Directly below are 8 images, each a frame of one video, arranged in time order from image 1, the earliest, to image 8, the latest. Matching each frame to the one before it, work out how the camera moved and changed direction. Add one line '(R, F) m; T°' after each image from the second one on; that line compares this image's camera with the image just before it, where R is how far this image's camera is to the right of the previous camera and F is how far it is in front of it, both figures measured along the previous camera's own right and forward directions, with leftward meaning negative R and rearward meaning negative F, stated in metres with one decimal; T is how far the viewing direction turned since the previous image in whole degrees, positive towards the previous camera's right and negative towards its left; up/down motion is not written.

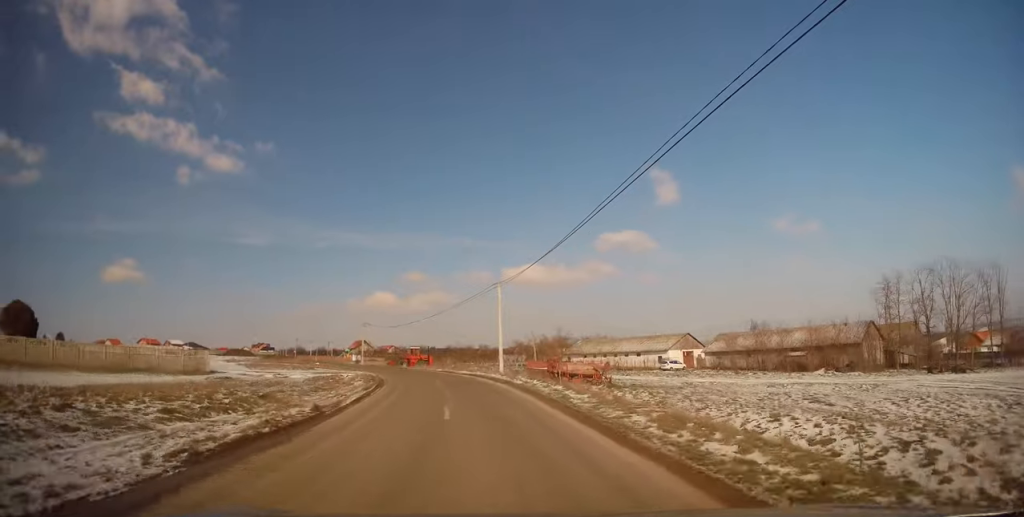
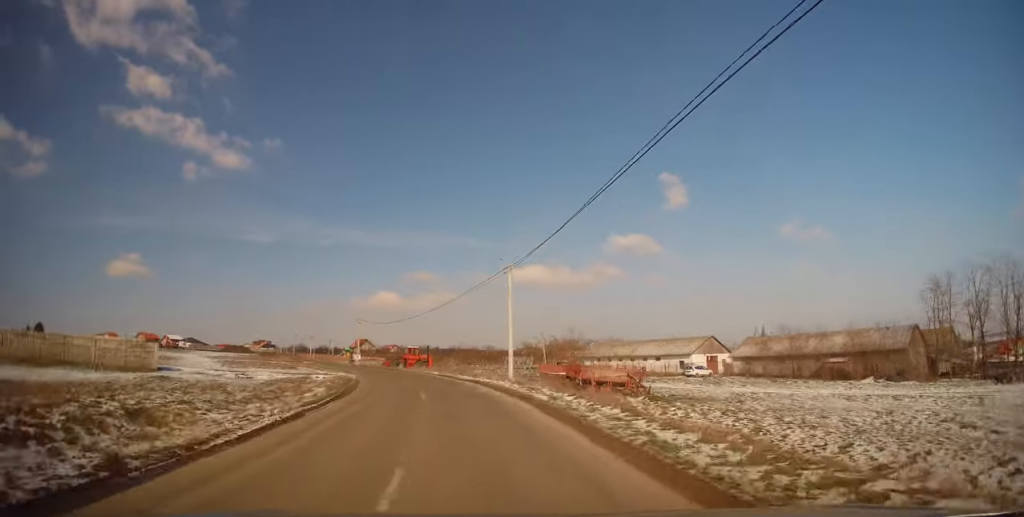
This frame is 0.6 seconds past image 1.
(-0.3, +8.2) m; -3°
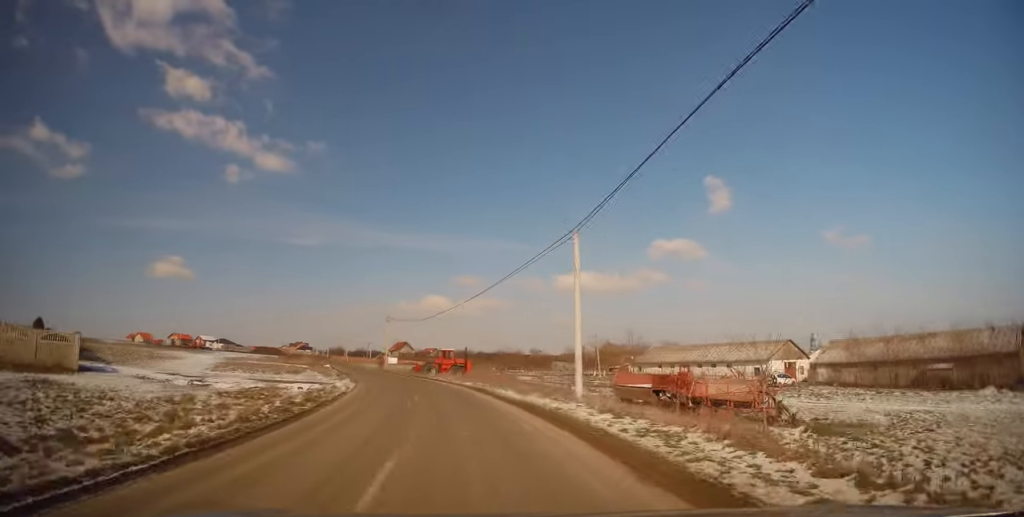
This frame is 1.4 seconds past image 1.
(-0.4, +11.5) m; -4°
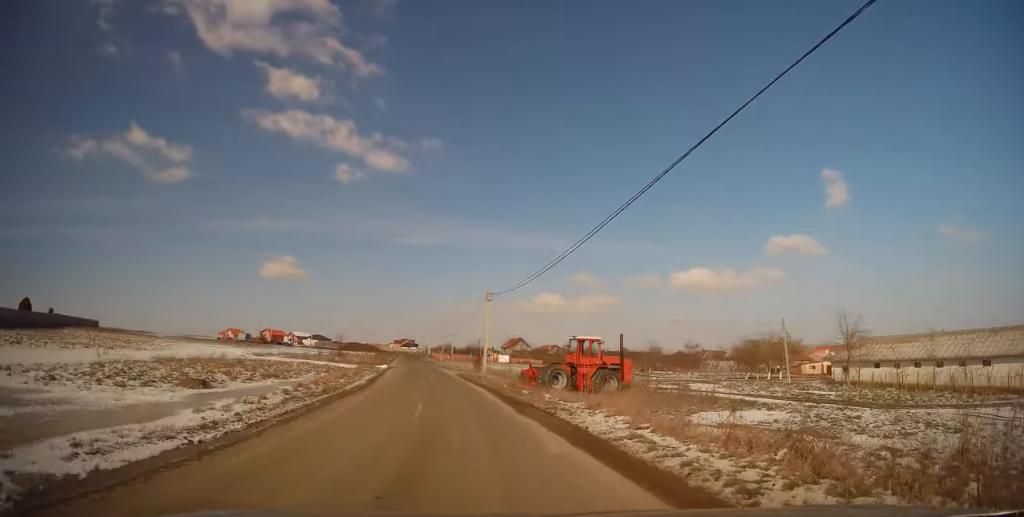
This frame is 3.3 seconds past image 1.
(-2.7, +29.1) m; -11°
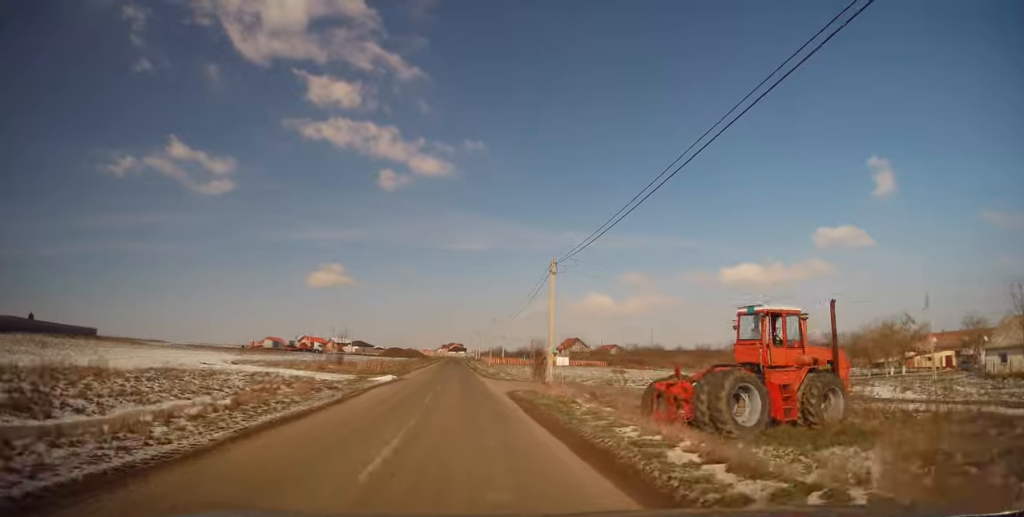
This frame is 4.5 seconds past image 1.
(-0.9, +18.1) m; -5°
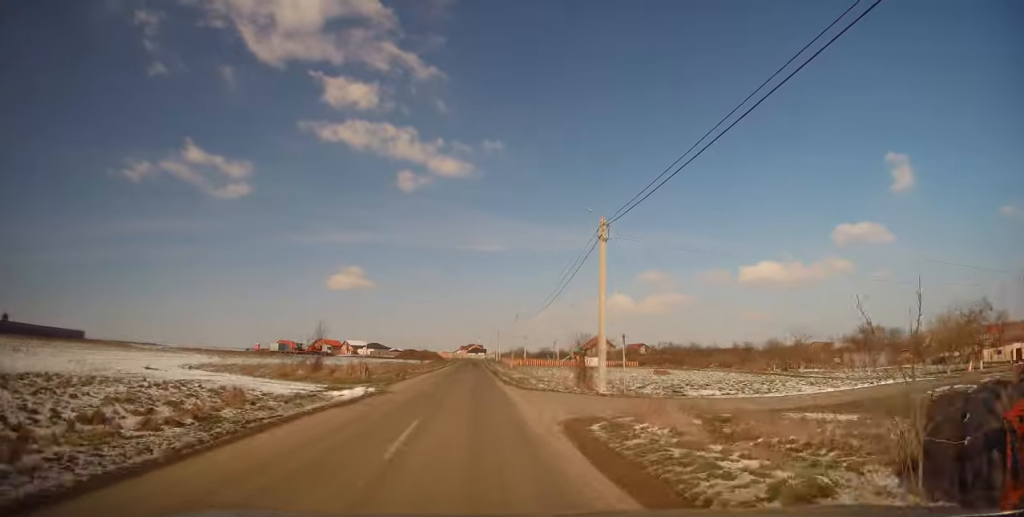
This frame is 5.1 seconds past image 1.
(0.0, +10.5) m; -2°
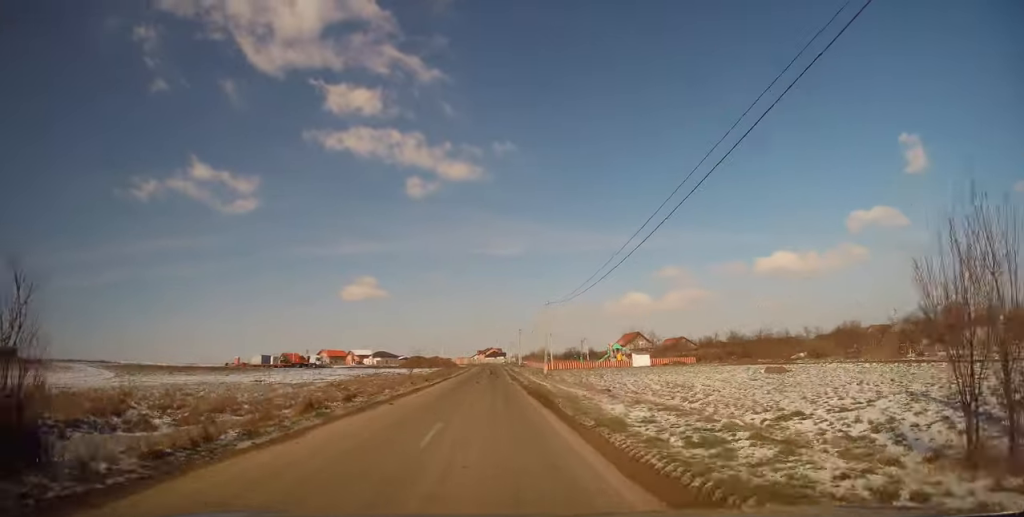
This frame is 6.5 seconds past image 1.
(-0.9, +24.2) m; -2°
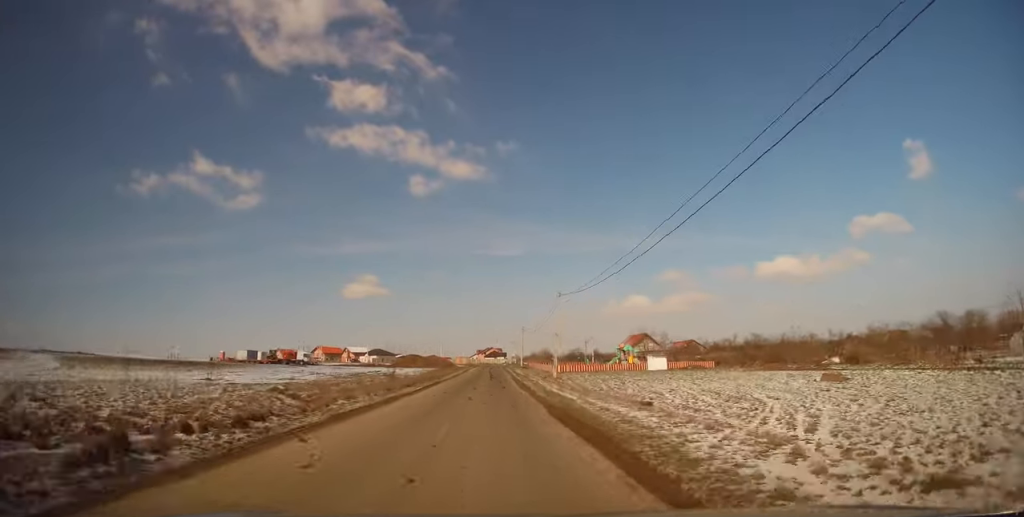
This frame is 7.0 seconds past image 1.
(0.0, +8.1) m; 0°
